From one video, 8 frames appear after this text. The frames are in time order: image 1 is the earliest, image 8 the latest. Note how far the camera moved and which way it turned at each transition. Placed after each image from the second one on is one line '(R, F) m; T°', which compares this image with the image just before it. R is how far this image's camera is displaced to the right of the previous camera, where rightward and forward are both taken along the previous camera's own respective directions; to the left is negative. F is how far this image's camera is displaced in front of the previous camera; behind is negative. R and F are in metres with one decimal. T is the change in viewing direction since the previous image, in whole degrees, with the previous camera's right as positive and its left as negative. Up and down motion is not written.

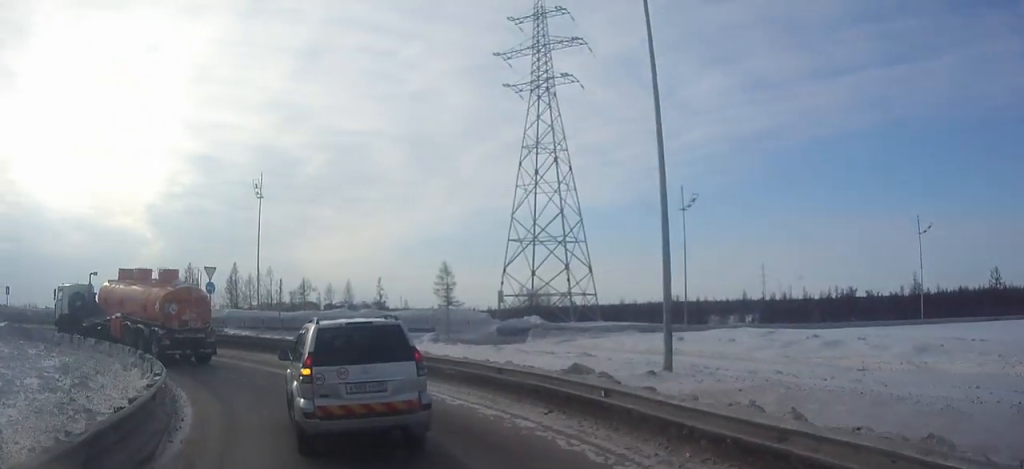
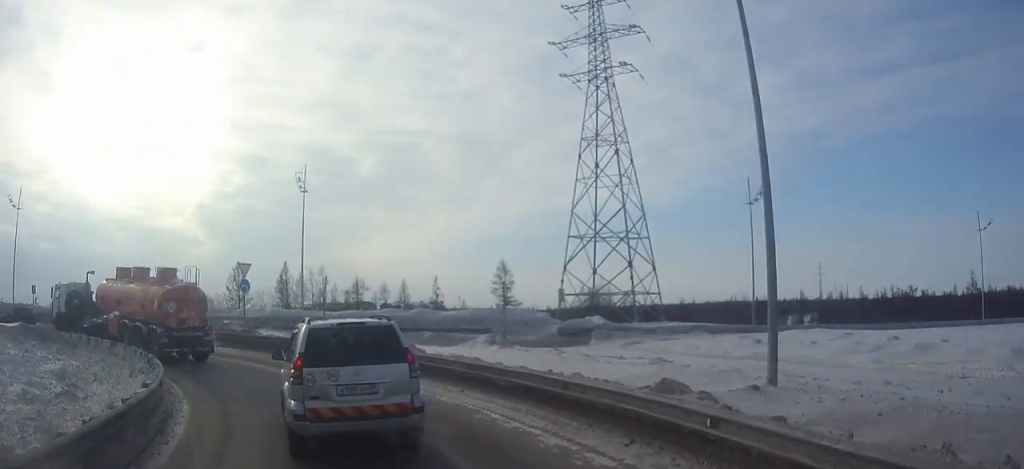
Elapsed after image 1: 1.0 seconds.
(-0.1, +2.3) m; -4°
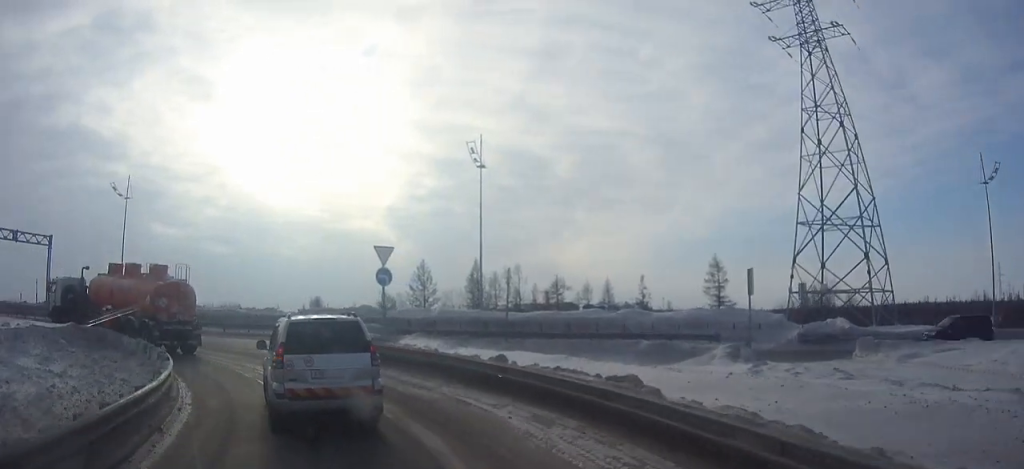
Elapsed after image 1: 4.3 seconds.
(-1.5, +8.4) m; -20°
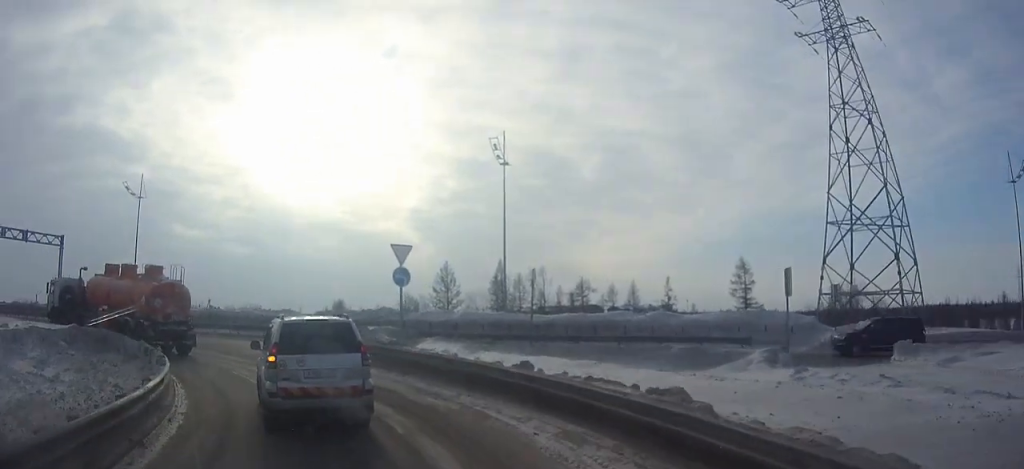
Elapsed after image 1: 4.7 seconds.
(0.0, +1.2) m; -2°
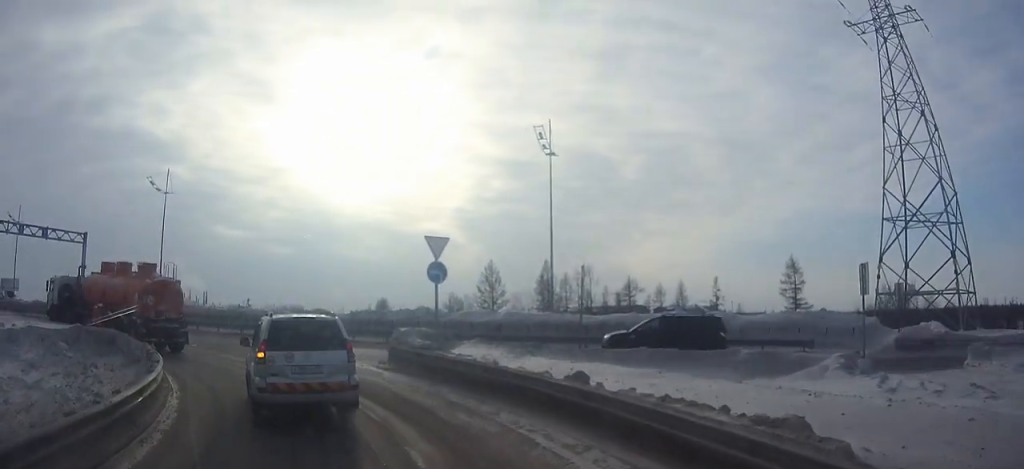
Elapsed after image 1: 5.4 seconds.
(0.0, +2.1) m; -3°
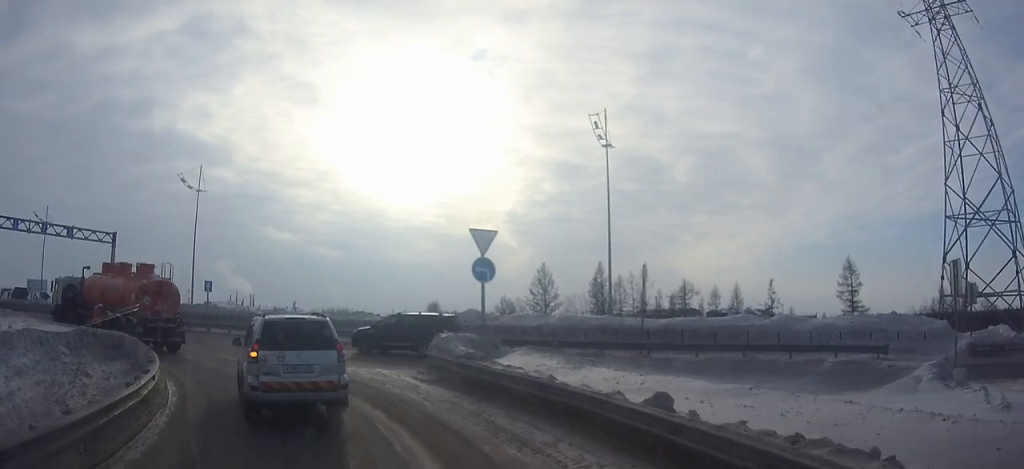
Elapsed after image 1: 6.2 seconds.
(-0.1, +2.3) m; -5°
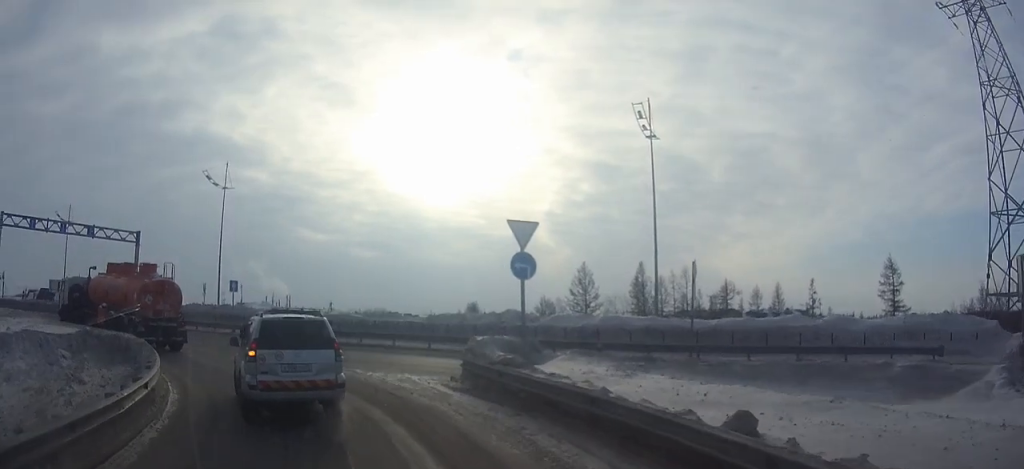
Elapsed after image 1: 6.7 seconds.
(-0.1, +1.6) m; -4°
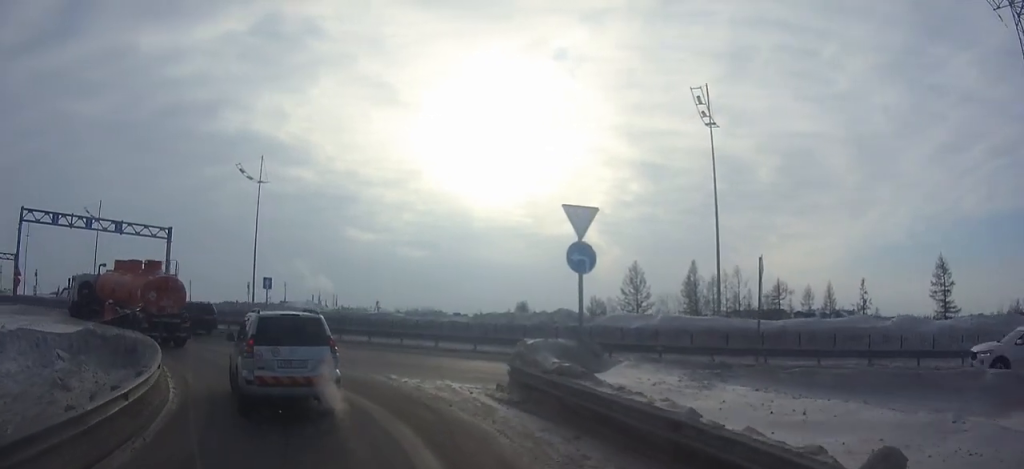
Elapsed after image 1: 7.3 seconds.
(-0.1, +2.0) m; -5°
